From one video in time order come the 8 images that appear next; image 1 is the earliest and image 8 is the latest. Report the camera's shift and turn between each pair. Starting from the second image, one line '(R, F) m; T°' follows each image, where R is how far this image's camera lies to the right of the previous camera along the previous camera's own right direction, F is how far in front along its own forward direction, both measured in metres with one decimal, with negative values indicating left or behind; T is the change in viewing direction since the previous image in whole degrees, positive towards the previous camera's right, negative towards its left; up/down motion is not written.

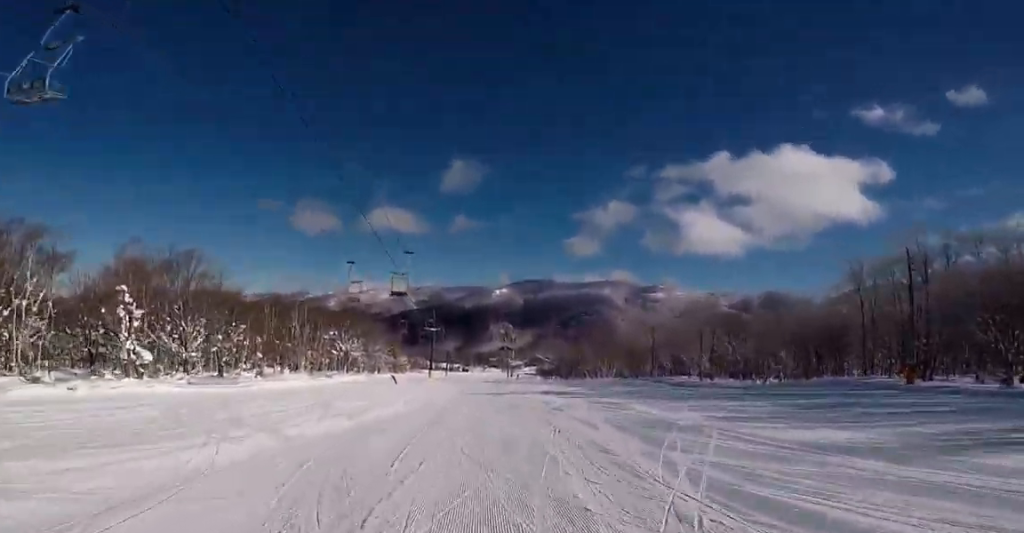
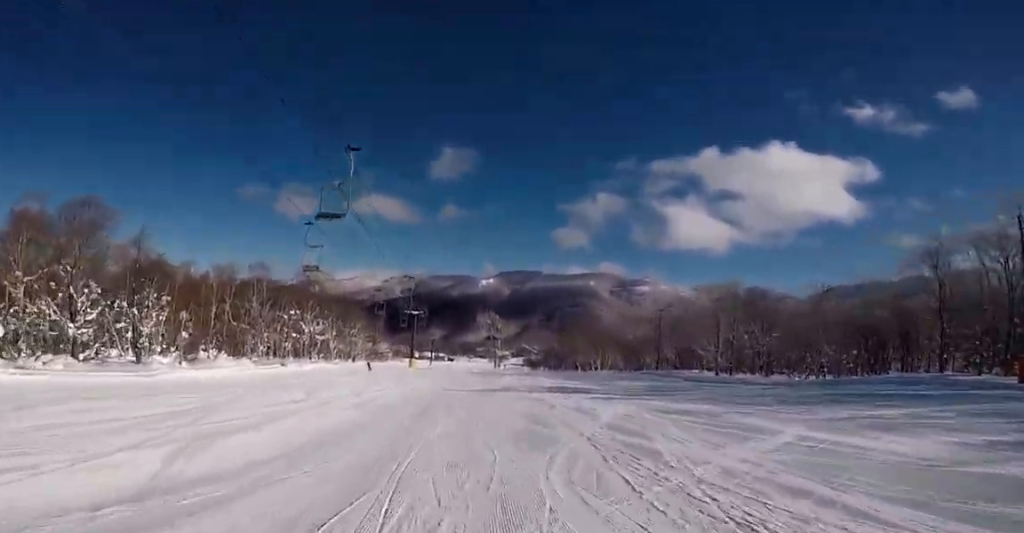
(-0.1, +8.6) m; -2°
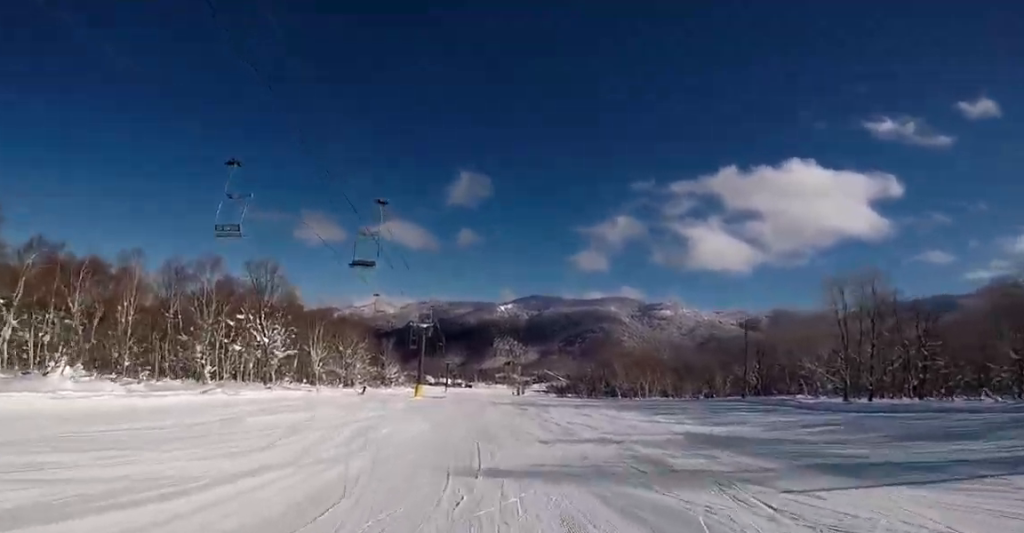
(0.0, +16.1) m; +2°
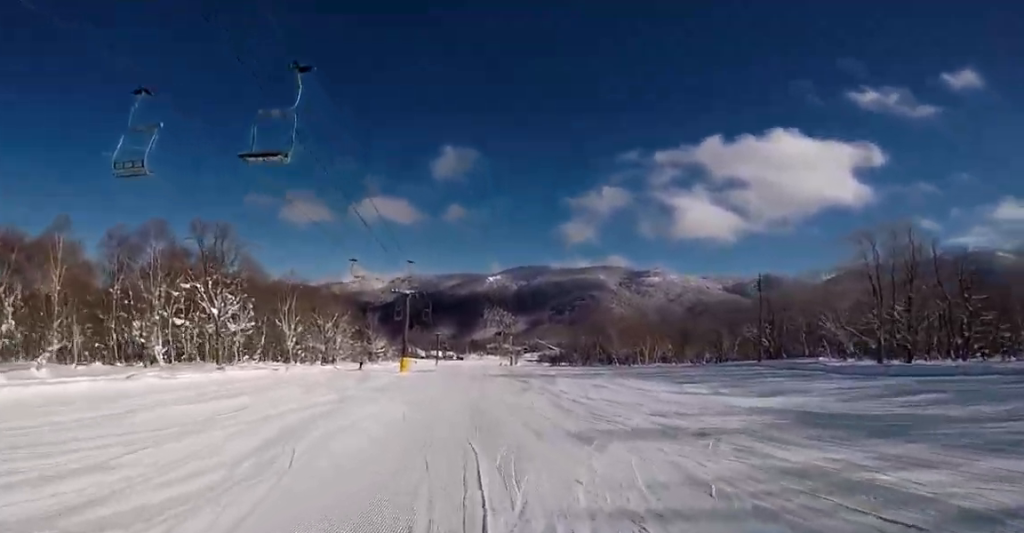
(+0.1, +5.3) m; 0°
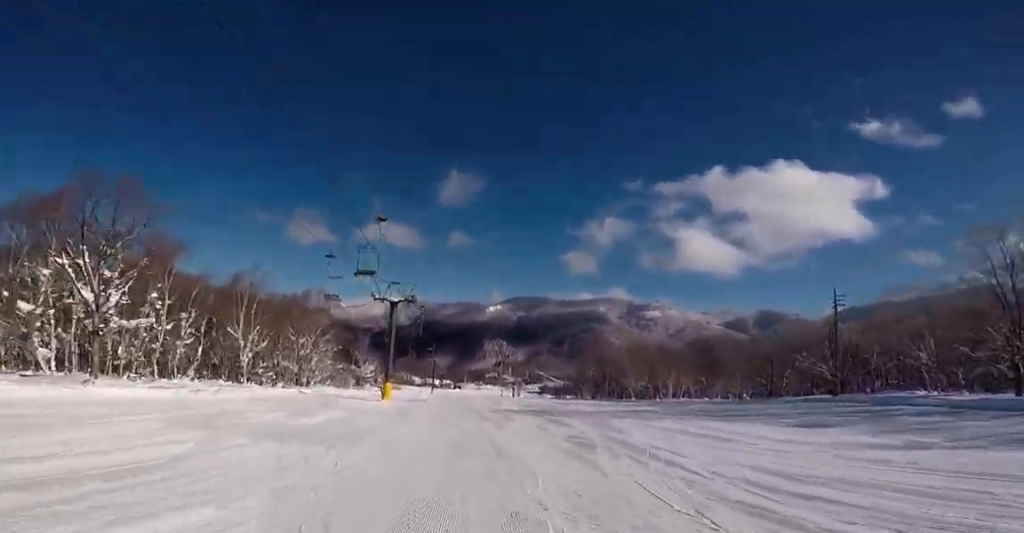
(-0.1, +10.5) m; -3°
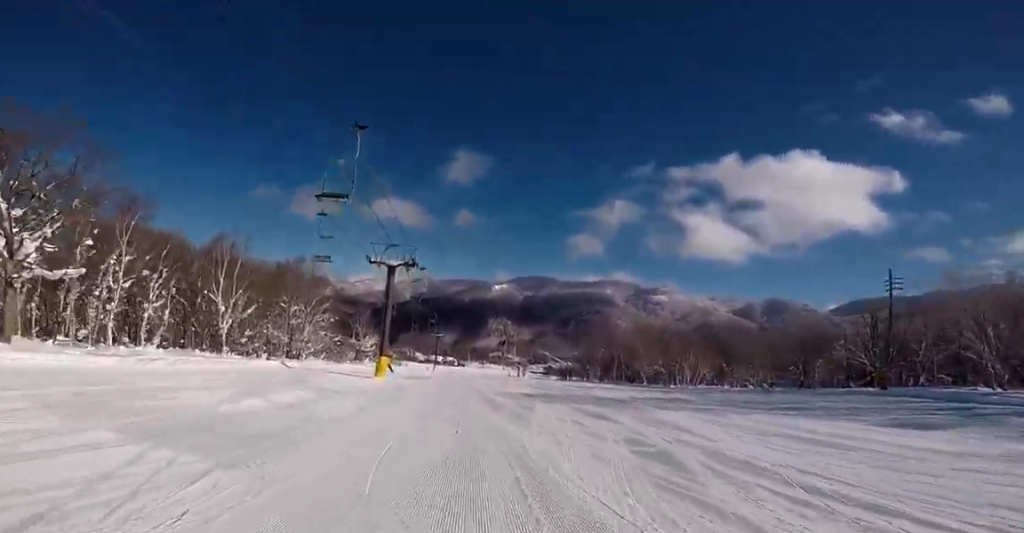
(-0.3, +4.5) m; 0°
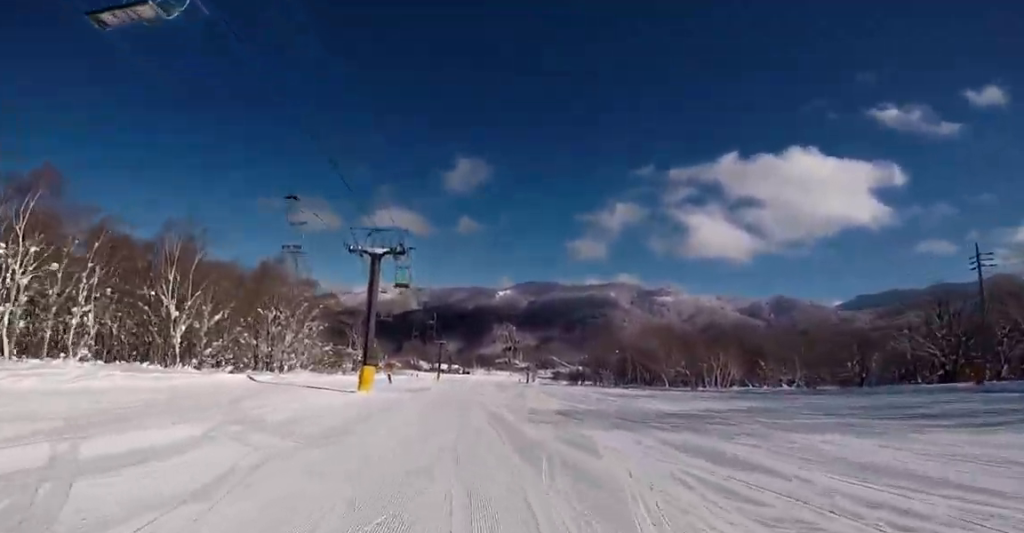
(-0.2, +6.5) m; 0°
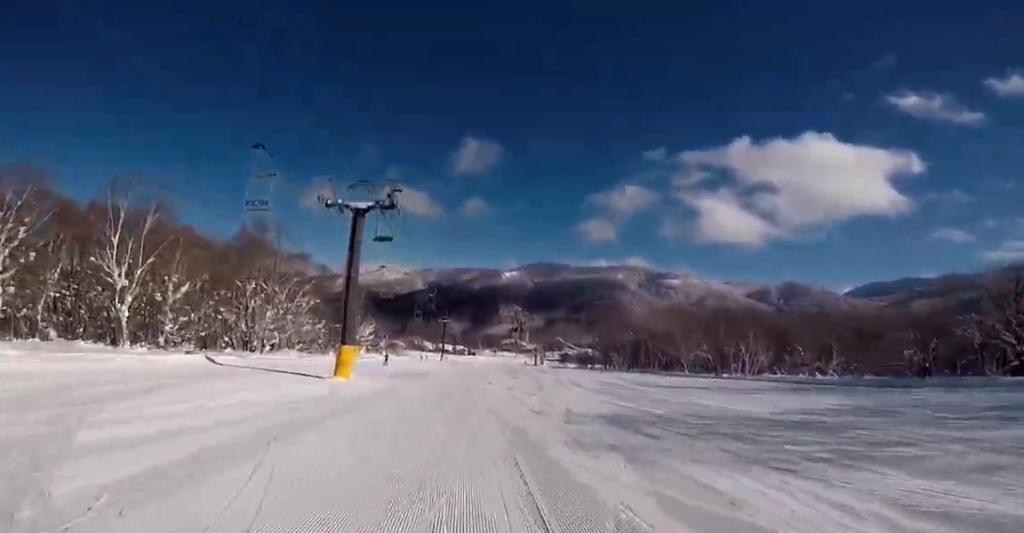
(+0.3, +5.5) m; 0°
